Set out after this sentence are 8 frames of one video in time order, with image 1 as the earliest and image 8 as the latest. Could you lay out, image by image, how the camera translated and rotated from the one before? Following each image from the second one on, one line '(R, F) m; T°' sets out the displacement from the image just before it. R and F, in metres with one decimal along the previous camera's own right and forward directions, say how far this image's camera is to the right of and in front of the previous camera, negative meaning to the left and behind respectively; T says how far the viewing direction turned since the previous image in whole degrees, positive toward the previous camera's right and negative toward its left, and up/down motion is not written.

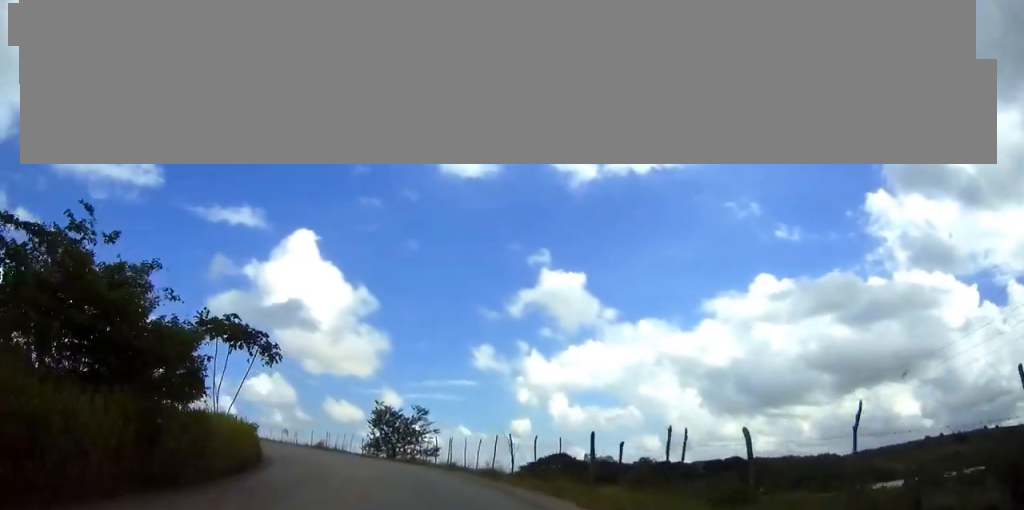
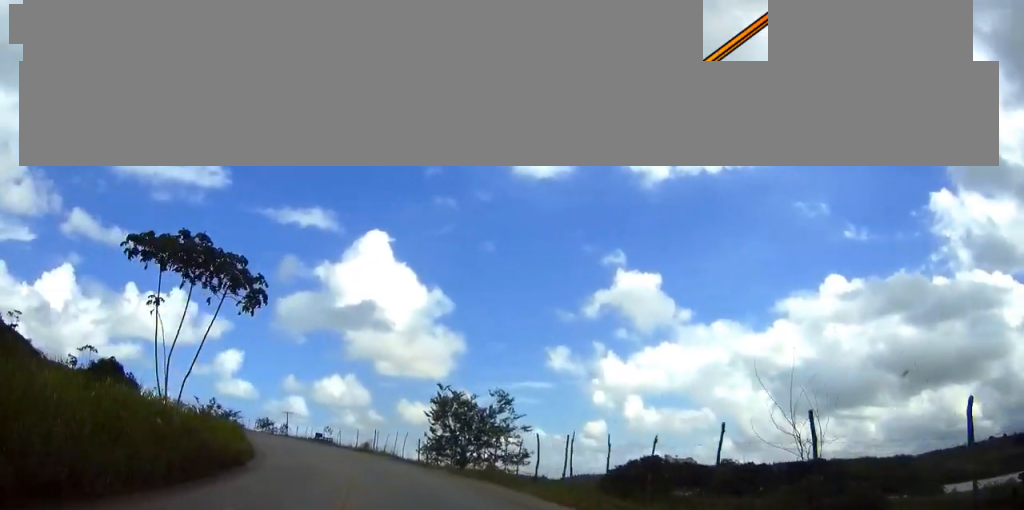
(-0.6, +16.4) m; -5°
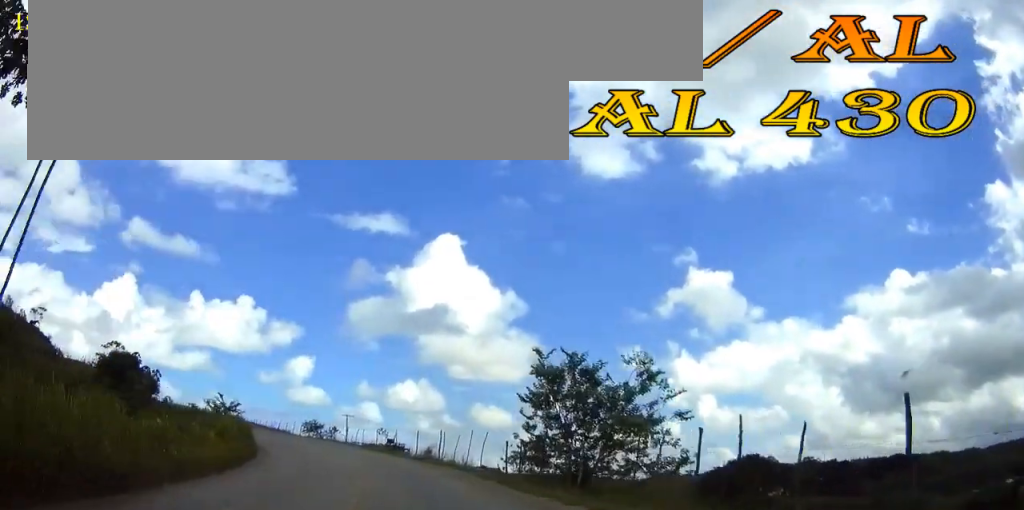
(-0.7, +14.3) m; -6°
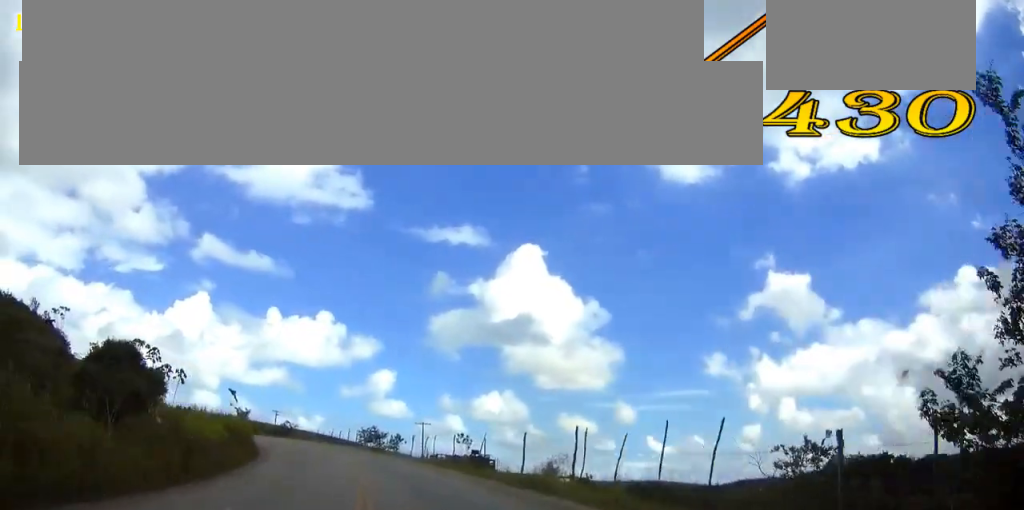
(-1.2, +17.7) m; -8°
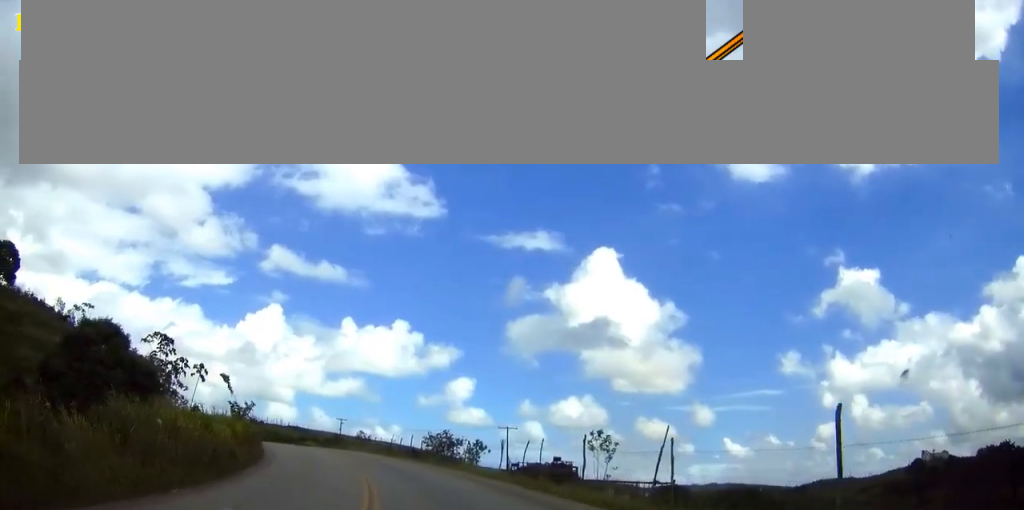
(-0.8, +15.2) m; -6°
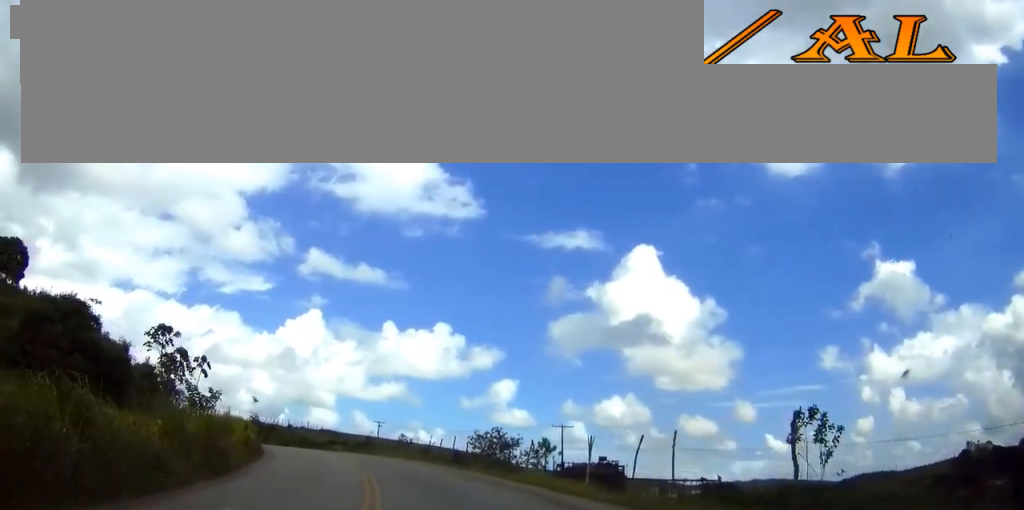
(-0.3, +9.3) m; -4°
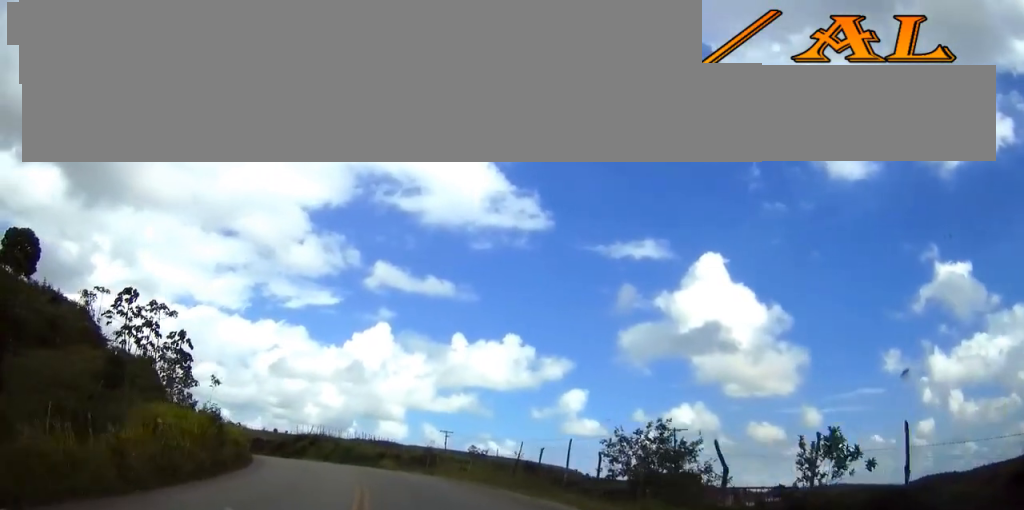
(-0.9, +16.0) m; -6°
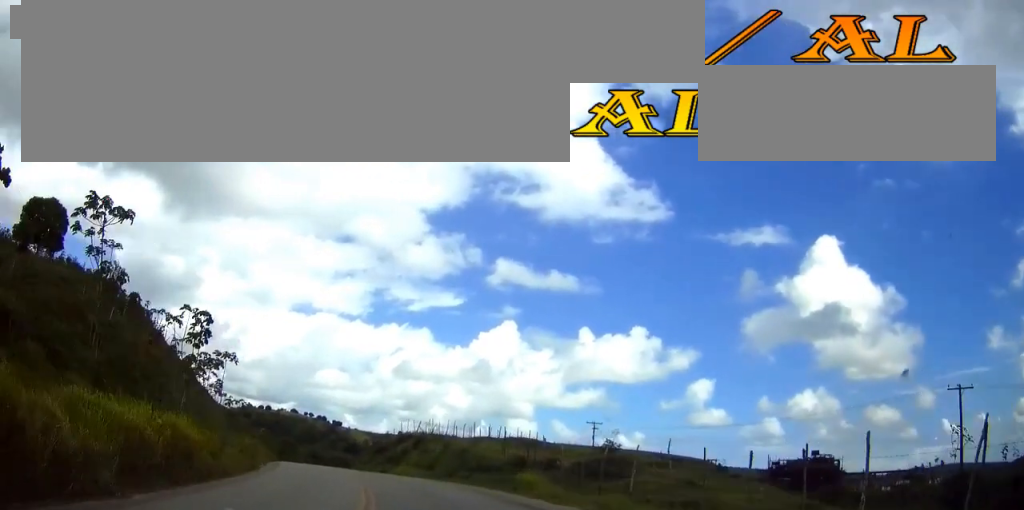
(-2.2, +24.3) m; -10°
